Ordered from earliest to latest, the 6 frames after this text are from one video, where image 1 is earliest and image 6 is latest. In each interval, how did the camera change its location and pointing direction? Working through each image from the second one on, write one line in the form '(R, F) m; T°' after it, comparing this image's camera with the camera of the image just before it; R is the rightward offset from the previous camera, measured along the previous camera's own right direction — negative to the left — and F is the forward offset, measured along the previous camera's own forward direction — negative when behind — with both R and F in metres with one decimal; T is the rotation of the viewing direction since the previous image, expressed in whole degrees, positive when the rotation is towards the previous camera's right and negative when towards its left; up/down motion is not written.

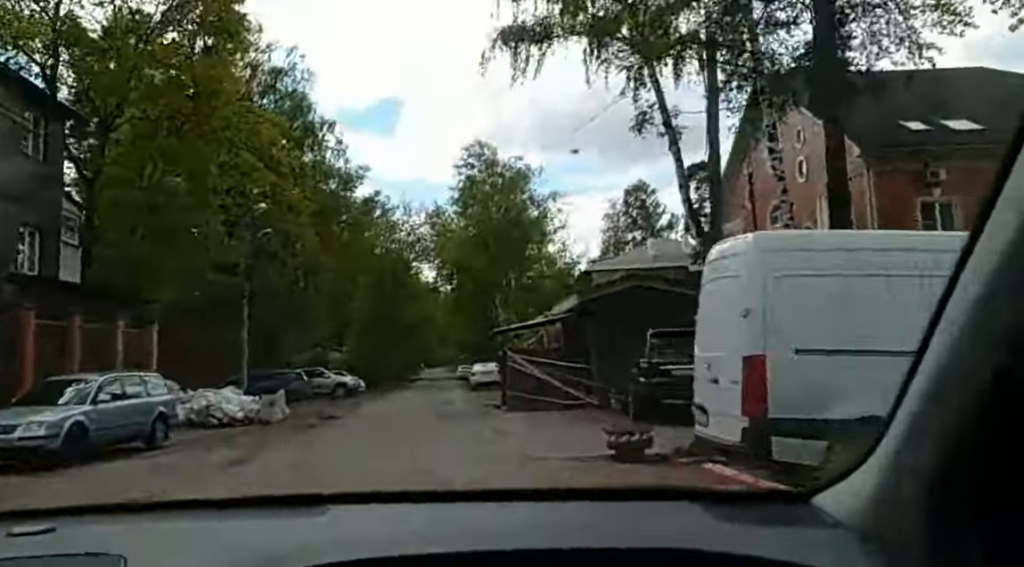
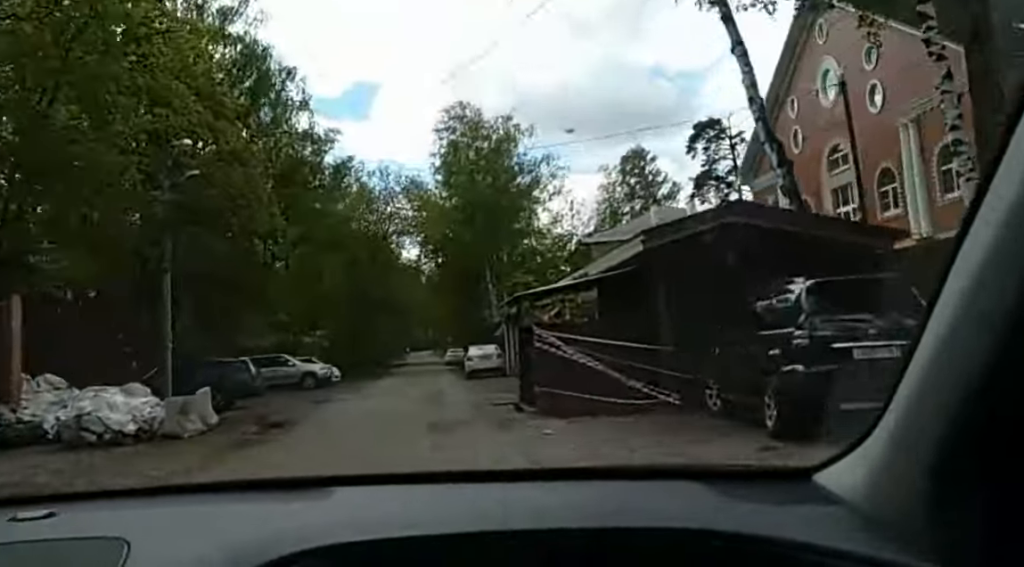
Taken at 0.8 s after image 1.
(+0.3, +7.0) m; 0°
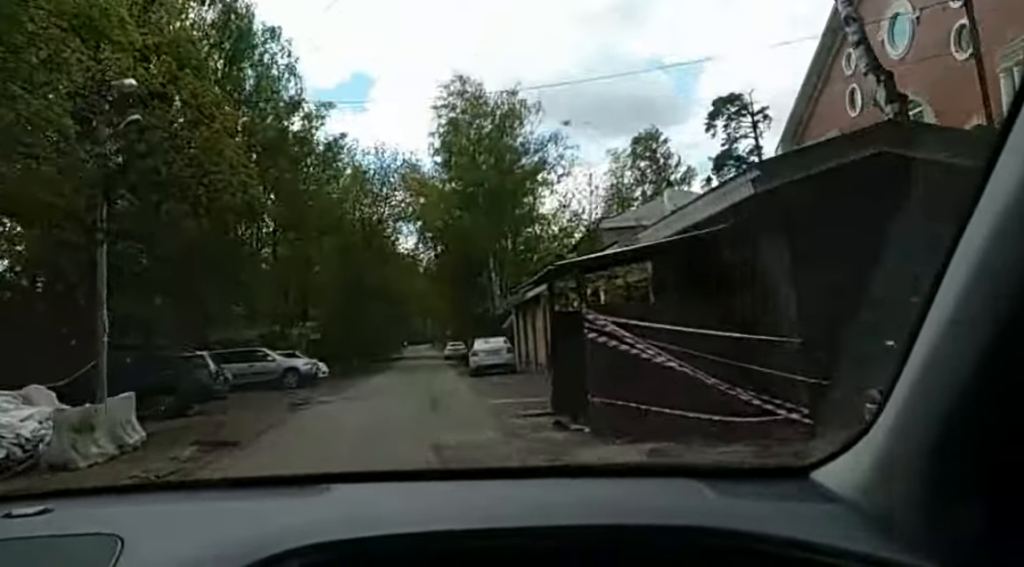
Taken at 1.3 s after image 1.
(-0.2, +4.3) m; 0°
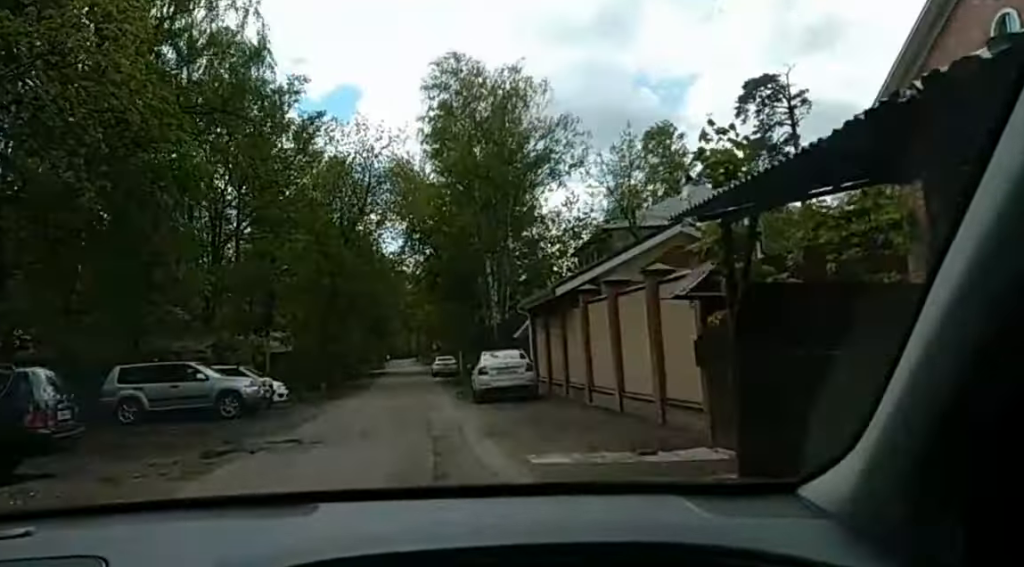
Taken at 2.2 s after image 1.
(+0.1, +7.7) m; +1°
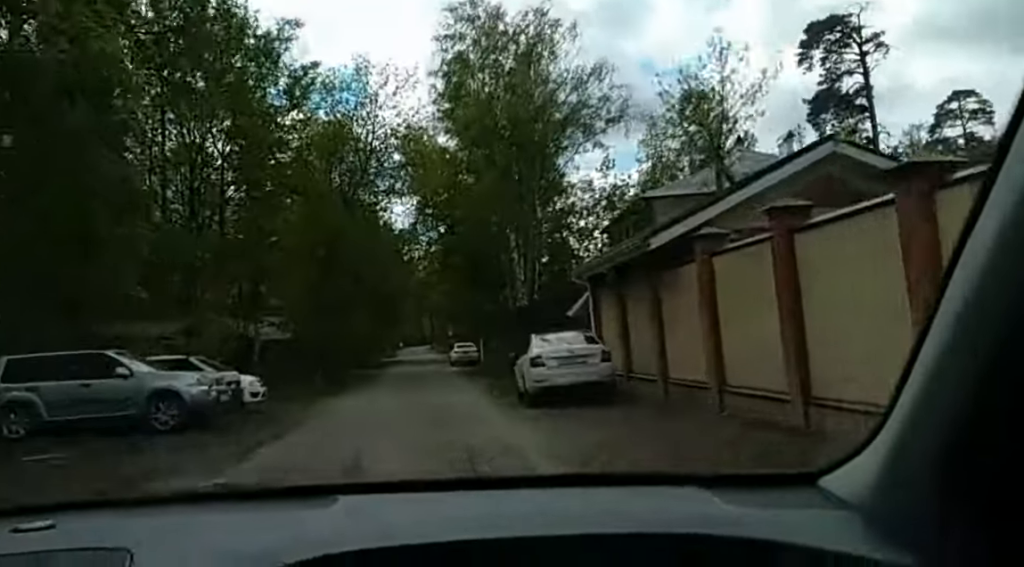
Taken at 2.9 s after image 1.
(+0.2, +7.3) m; +1°
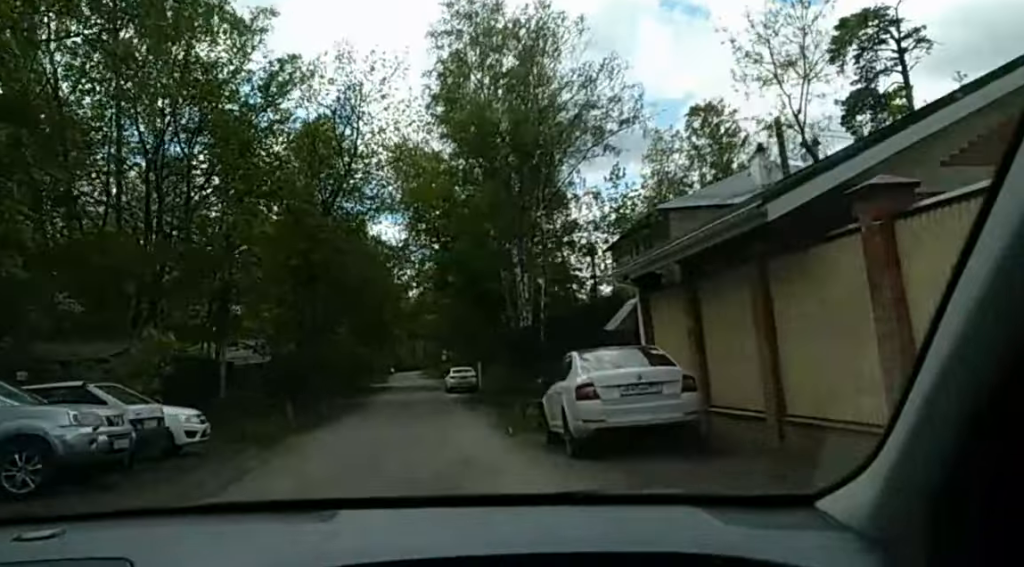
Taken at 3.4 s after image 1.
(-0.1, +5.2) m; 0°
